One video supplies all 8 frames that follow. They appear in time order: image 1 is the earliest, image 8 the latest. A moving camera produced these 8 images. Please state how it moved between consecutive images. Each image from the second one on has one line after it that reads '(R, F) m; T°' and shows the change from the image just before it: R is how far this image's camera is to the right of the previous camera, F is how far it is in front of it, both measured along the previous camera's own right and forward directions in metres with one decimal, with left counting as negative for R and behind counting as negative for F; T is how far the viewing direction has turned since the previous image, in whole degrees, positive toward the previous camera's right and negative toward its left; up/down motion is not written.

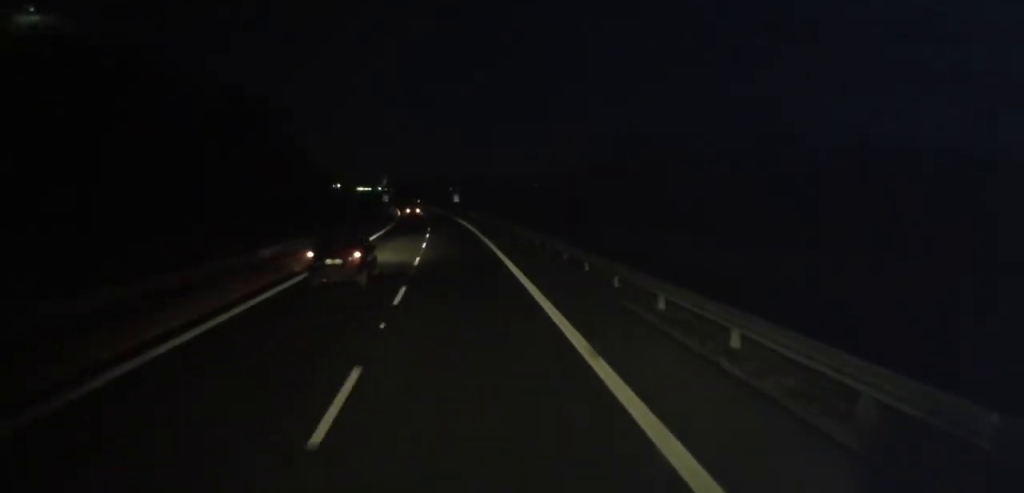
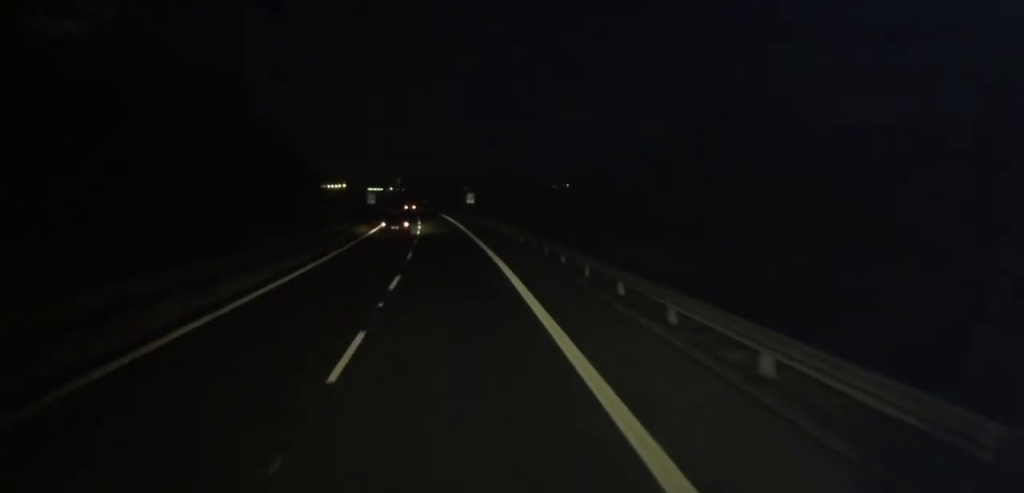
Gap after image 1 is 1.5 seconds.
(-1.0, +33.6) m; -2°
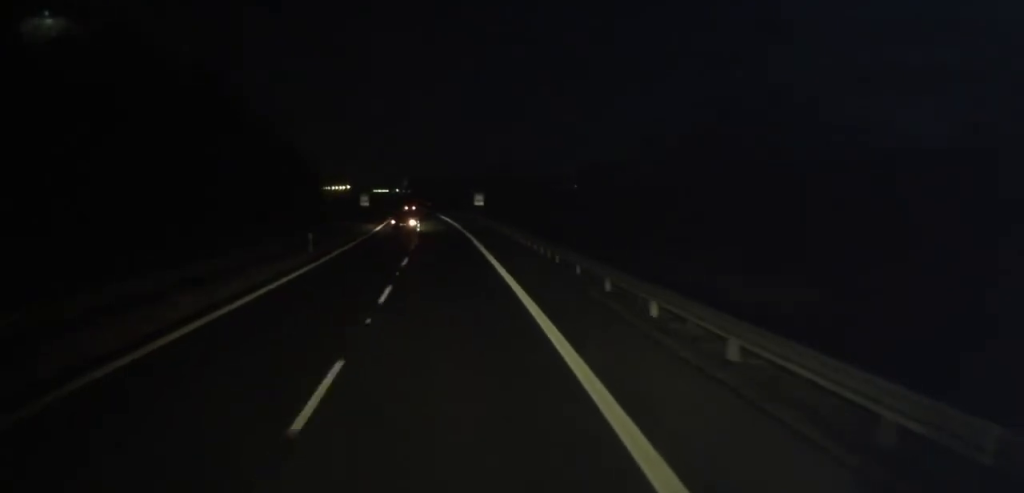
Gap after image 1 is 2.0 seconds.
(0.0, +10.9) m; 0°
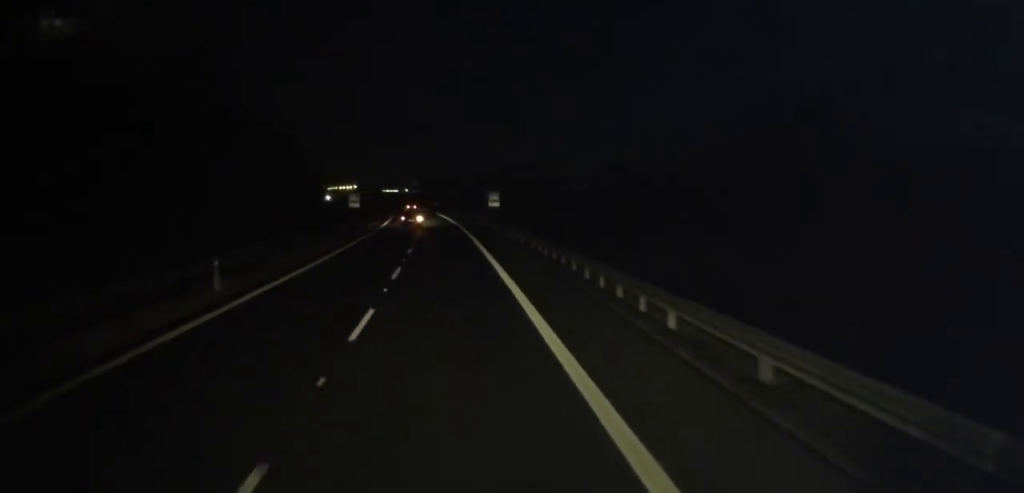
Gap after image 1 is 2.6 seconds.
(0.0, +13.2) m; 0°
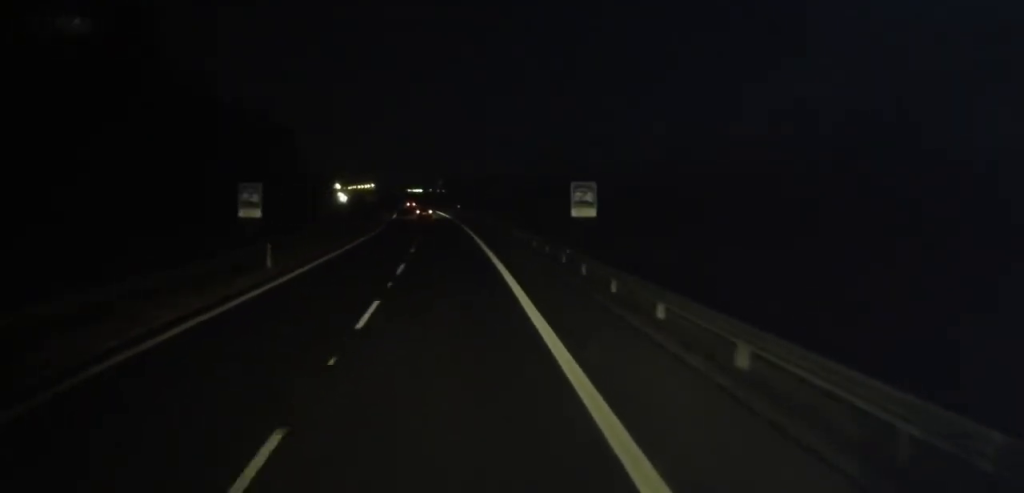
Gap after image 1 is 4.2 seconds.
(-0.7, +35.0) m; -3°
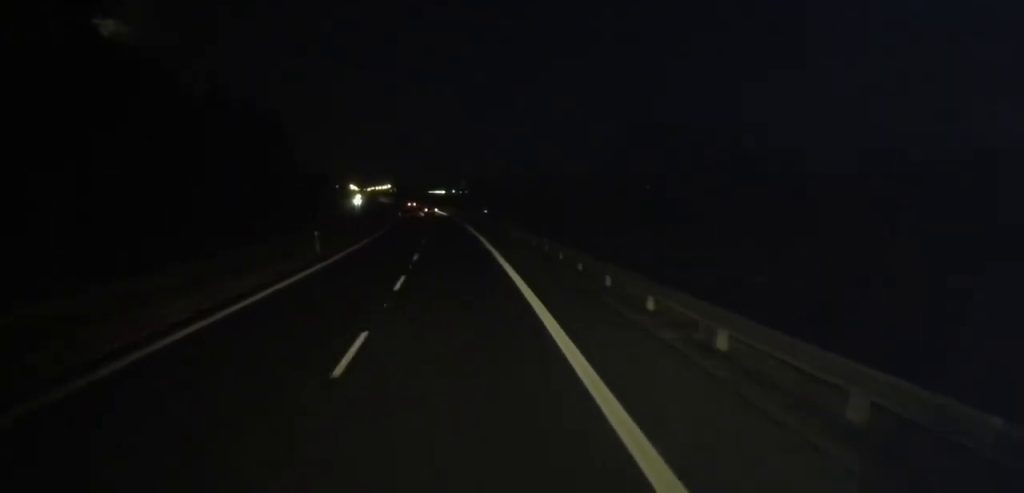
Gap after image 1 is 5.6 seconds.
(-0.5, +30.5) m; -2°
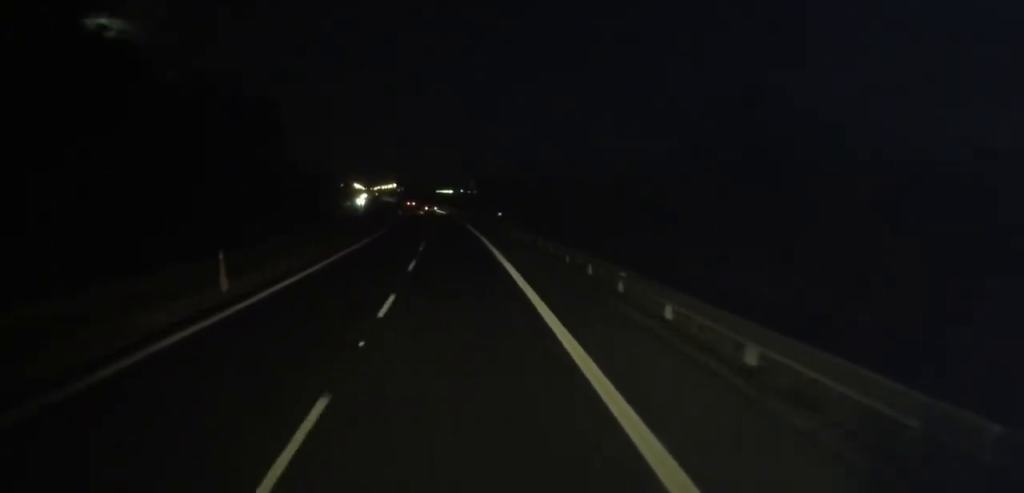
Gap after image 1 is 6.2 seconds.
(0.0, +13.0) m; -1°
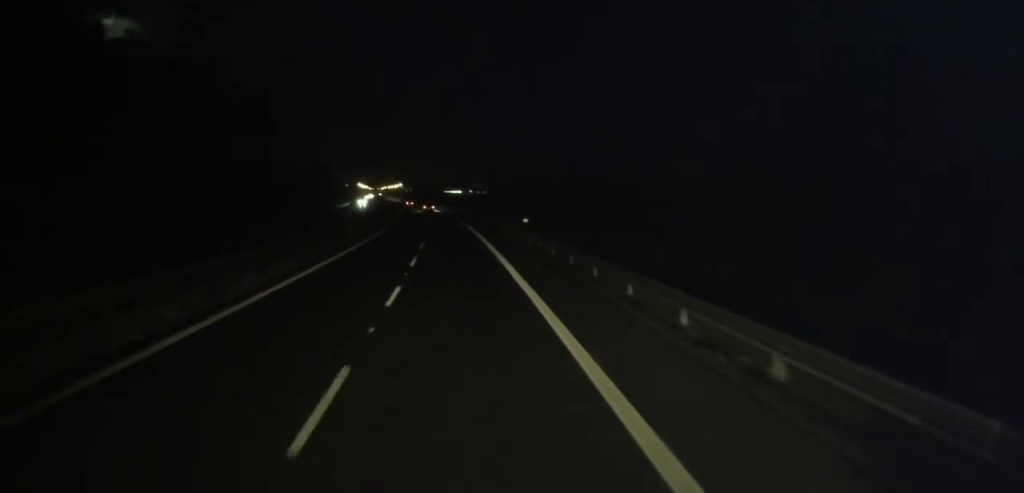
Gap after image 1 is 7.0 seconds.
(-0.6, +16.7) m; -1°
